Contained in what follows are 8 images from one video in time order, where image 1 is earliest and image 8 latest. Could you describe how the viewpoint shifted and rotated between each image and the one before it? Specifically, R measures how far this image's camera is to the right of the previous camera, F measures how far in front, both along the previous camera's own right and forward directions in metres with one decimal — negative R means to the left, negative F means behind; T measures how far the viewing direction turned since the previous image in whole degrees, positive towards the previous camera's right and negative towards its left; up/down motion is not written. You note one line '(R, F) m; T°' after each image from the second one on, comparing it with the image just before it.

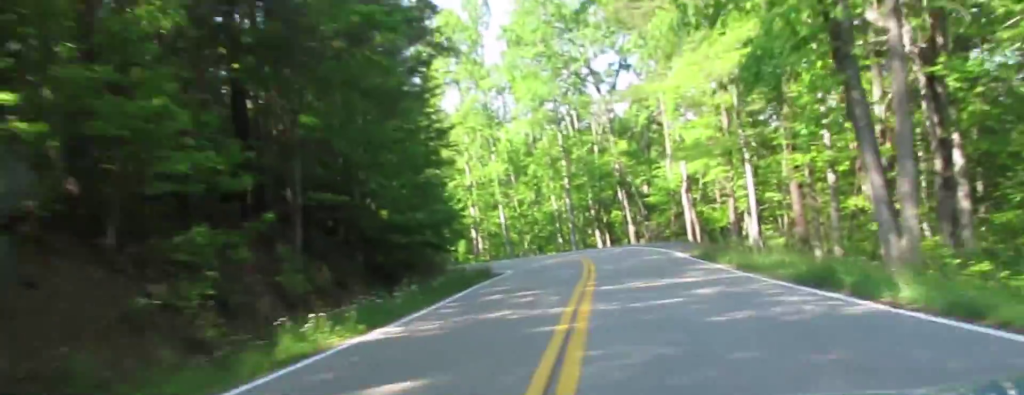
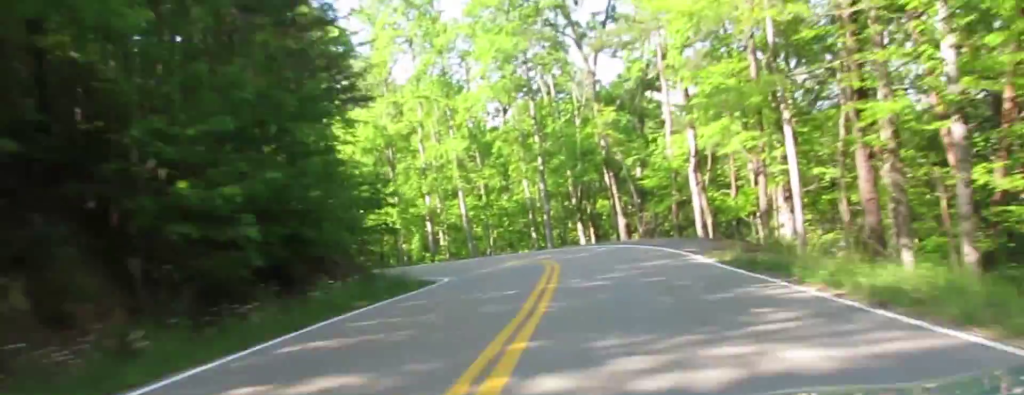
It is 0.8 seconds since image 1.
(-2.2, +15.7) m; -11°
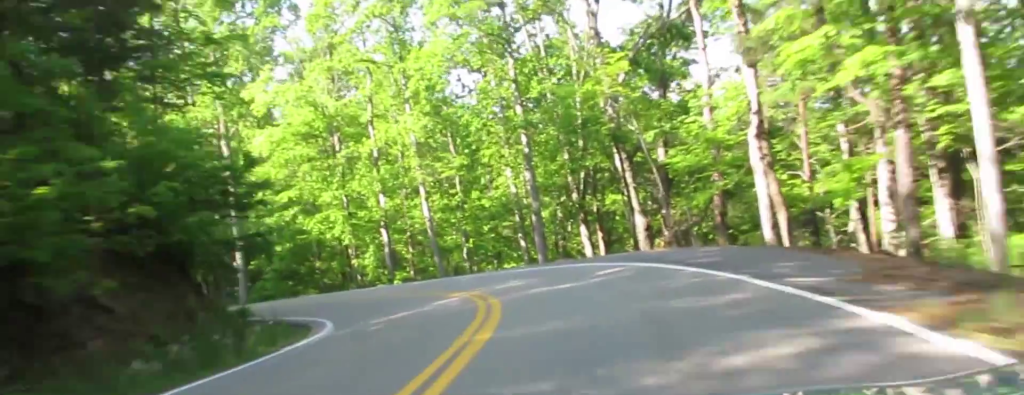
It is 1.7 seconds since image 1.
(-1.3, +16.8) m; -8°
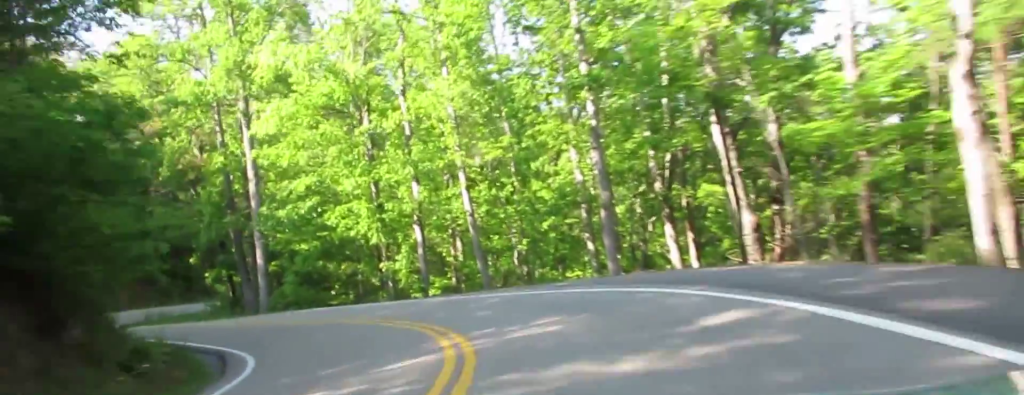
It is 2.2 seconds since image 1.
(-0.5, +10.1) m; 0°
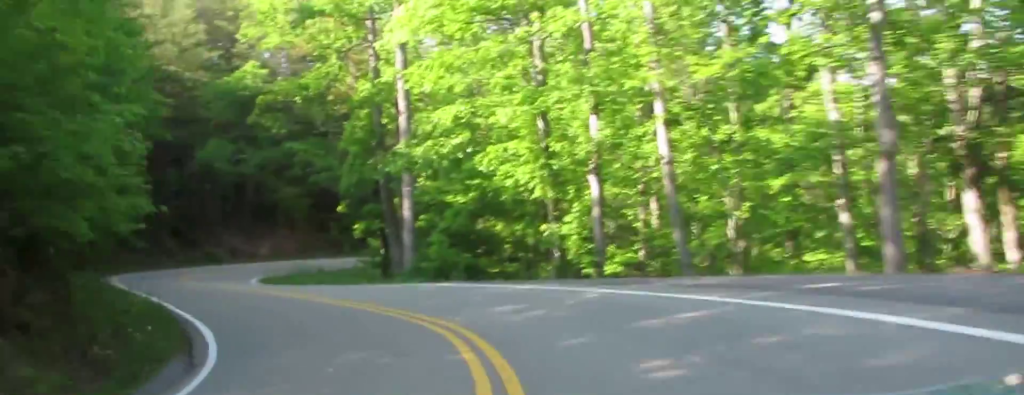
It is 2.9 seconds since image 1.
(-0.7, +11.7) m; +3°
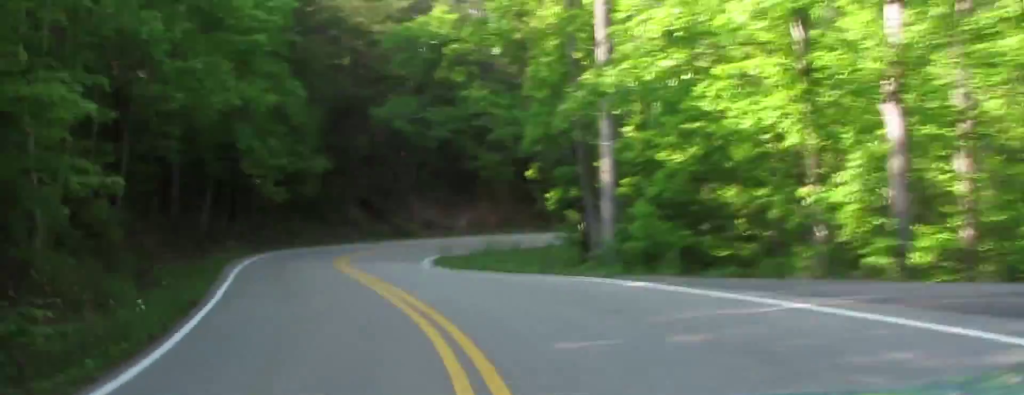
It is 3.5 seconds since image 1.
(+1.1, +11.0) m; +11°
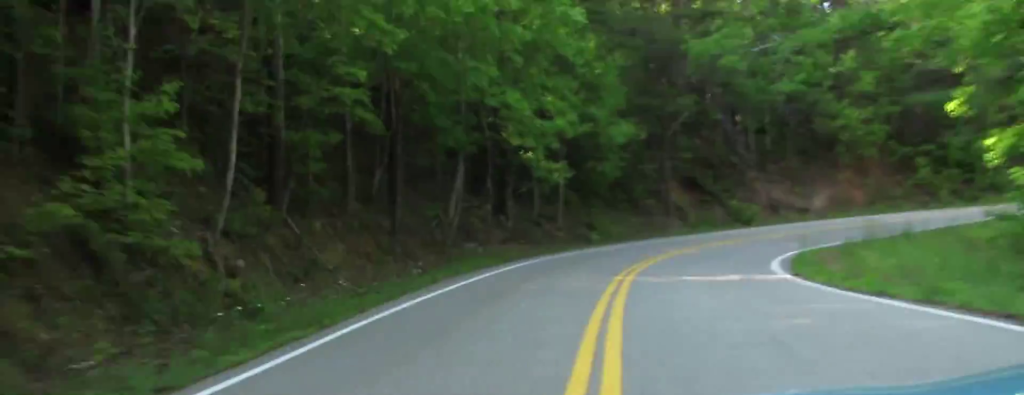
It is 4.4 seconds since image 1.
(+2.3, +14.5) m; +19°
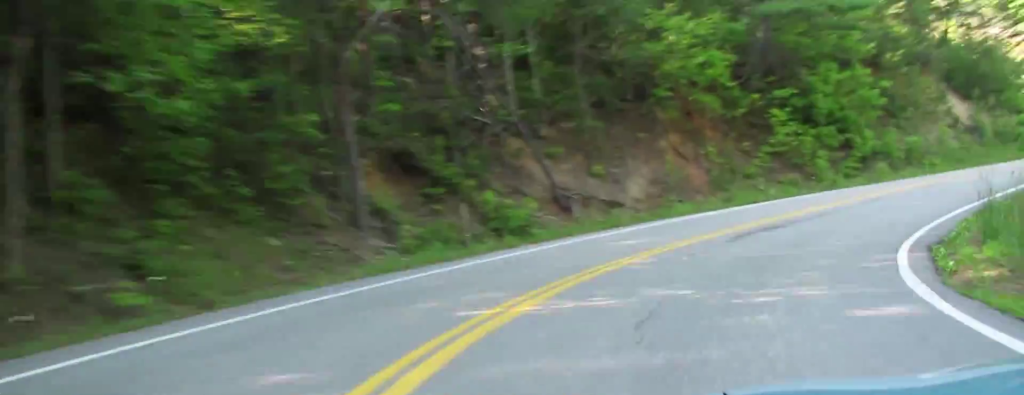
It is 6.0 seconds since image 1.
(+5.2, +20.0) m; +17°
